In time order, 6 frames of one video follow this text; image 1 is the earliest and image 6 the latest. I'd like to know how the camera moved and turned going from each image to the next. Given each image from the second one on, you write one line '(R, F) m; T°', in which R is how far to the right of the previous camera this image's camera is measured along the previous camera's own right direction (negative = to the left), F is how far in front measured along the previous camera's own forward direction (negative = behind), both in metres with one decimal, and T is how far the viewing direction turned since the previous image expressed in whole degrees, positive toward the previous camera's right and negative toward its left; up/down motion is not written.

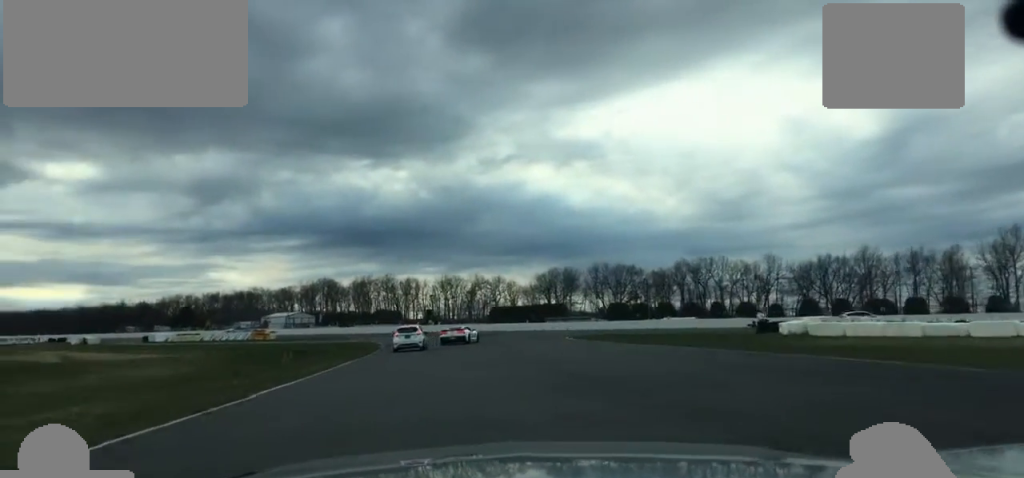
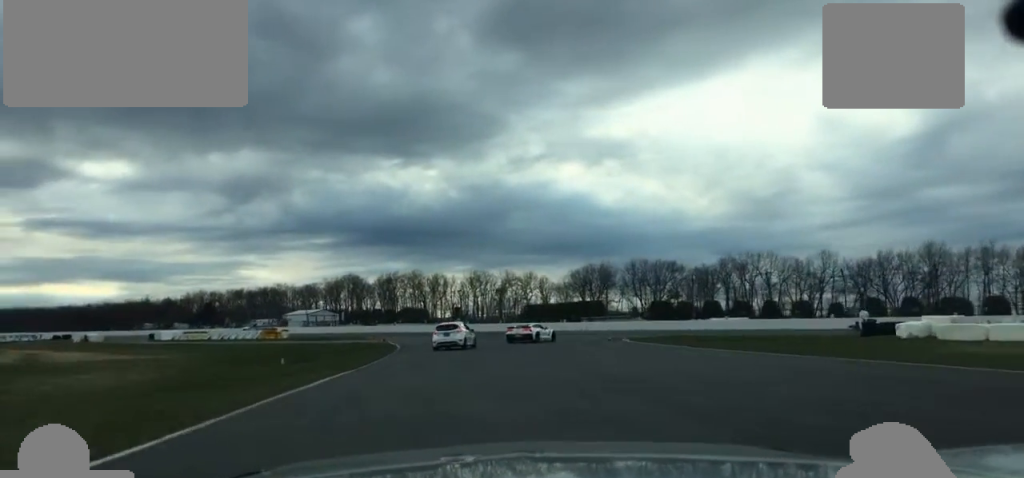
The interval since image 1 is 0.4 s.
(-0.6, +10.6) m; -1°
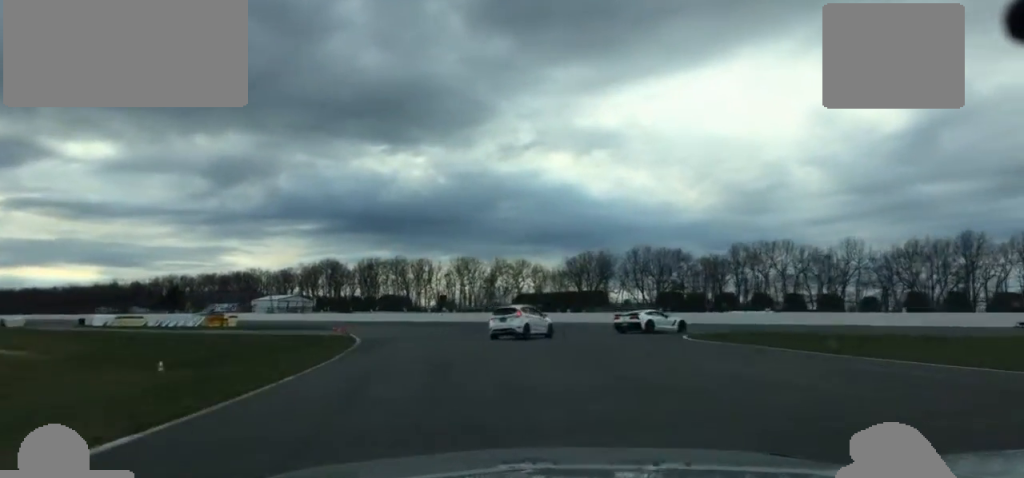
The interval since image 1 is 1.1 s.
(+0.1, +14.9) m; +2°
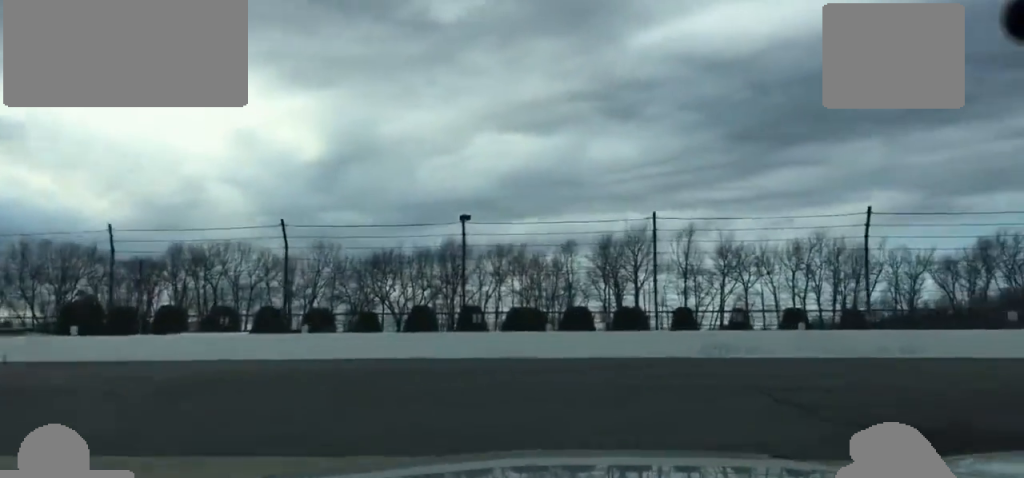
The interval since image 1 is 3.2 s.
(+8.2, +41.4) m; +33°
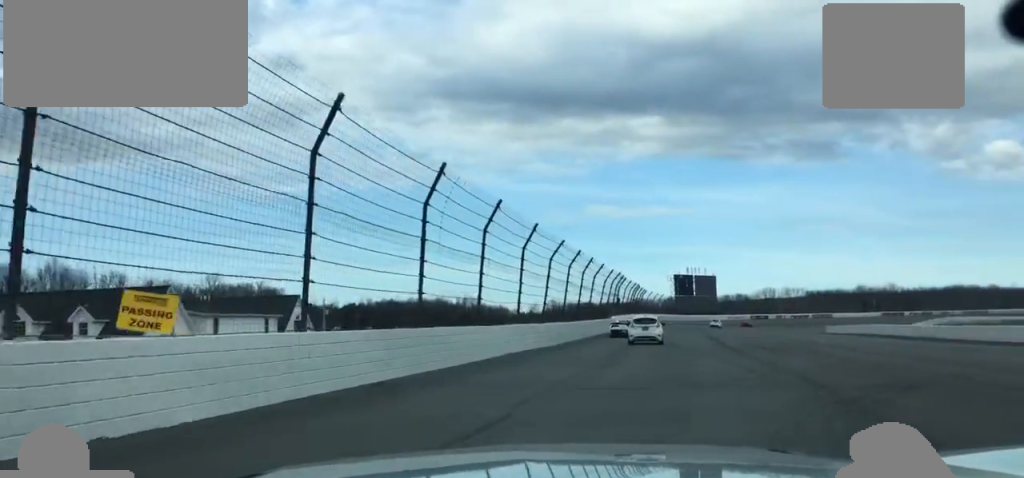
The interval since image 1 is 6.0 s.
(+28.5, +24.2) m; +88°
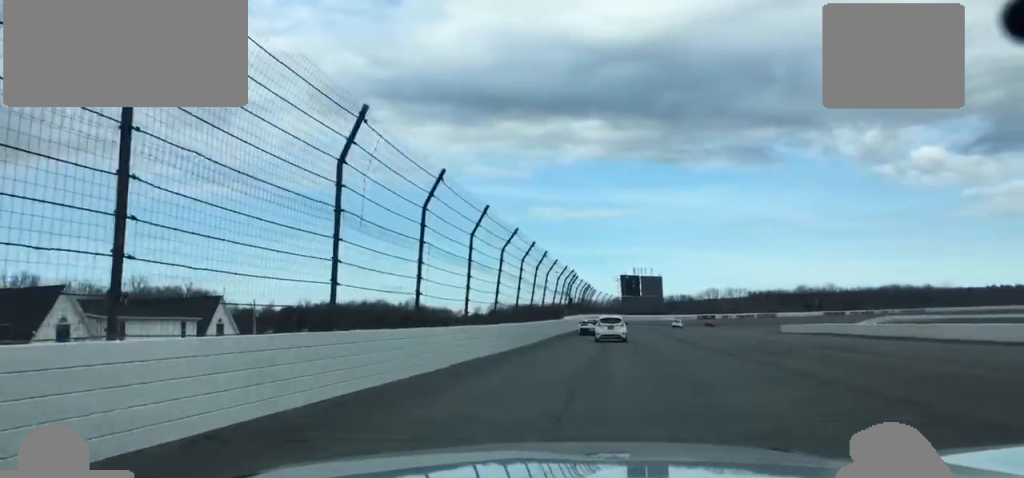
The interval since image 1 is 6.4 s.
(0.0, +6.7) m; +3°
